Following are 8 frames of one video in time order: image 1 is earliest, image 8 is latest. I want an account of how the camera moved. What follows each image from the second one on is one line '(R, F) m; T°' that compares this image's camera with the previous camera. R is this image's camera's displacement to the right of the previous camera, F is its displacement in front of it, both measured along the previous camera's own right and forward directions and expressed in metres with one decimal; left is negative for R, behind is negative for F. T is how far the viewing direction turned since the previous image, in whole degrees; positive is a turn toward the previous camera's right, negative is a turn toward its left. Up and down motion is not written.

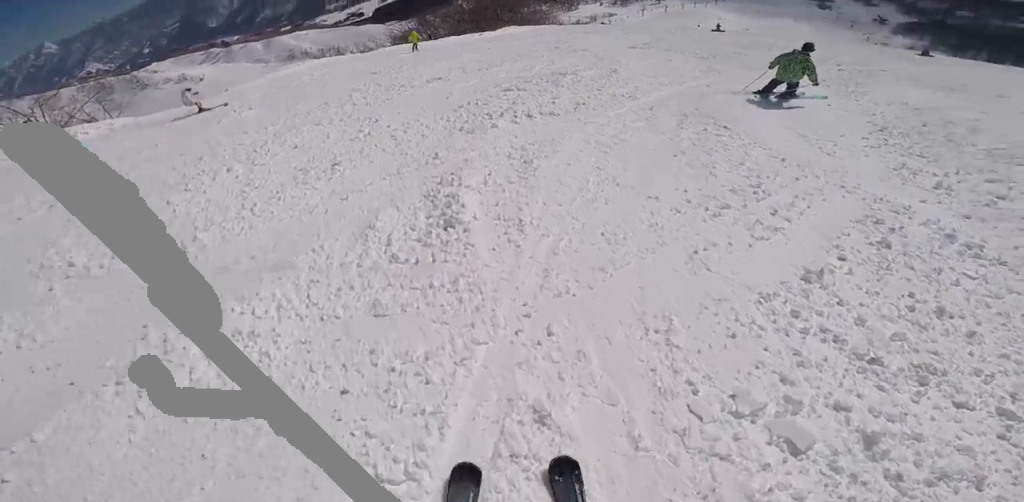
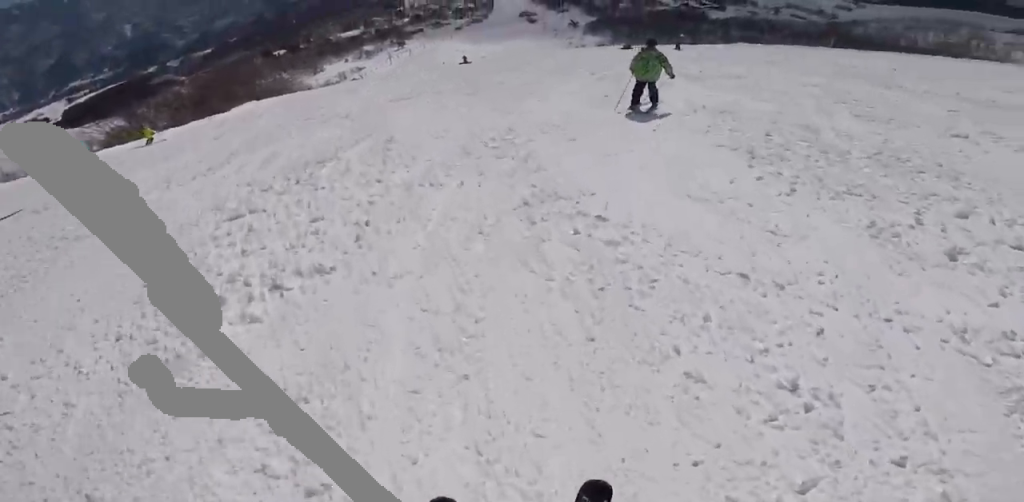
(-0.4, +2.2) m; +31°
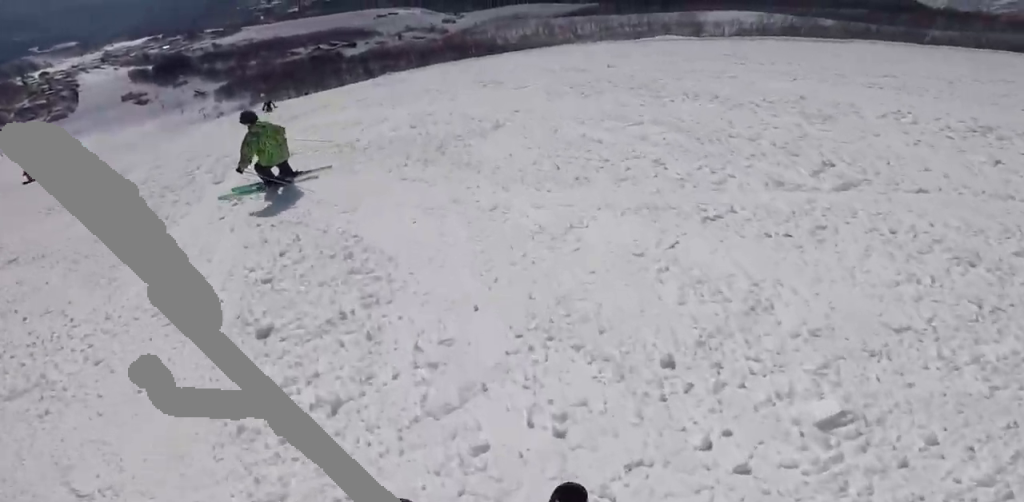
(+3.2, +5.9) m; +31°
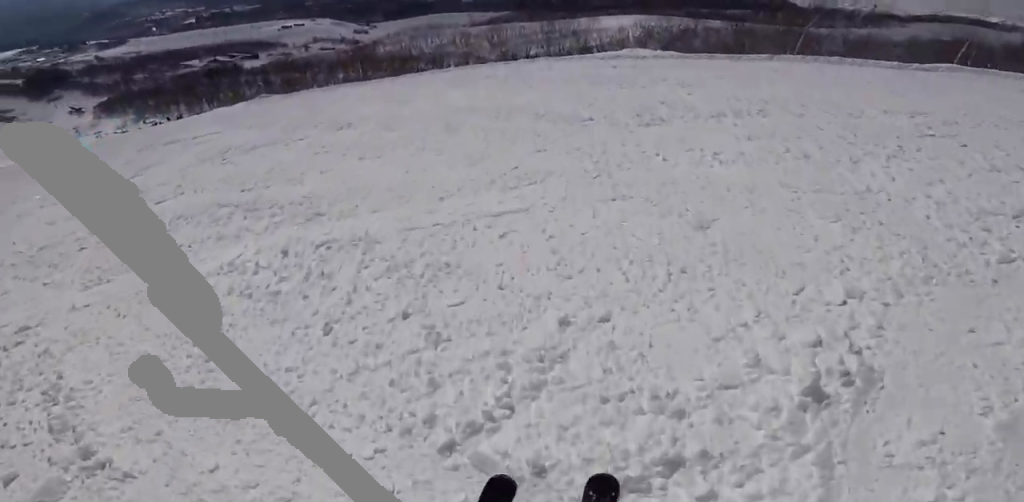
(+1.3, +12.0) m; -5°
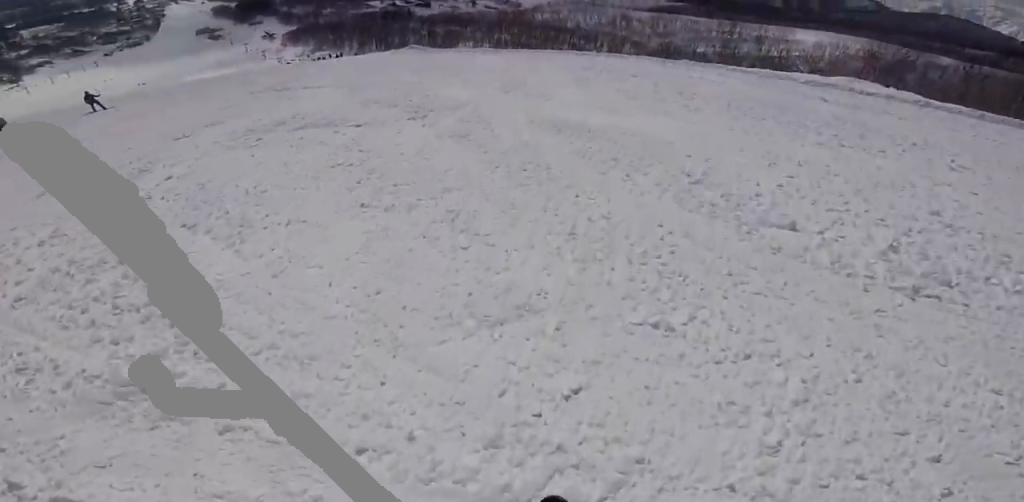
(-0.5, +3.4) m; -15°
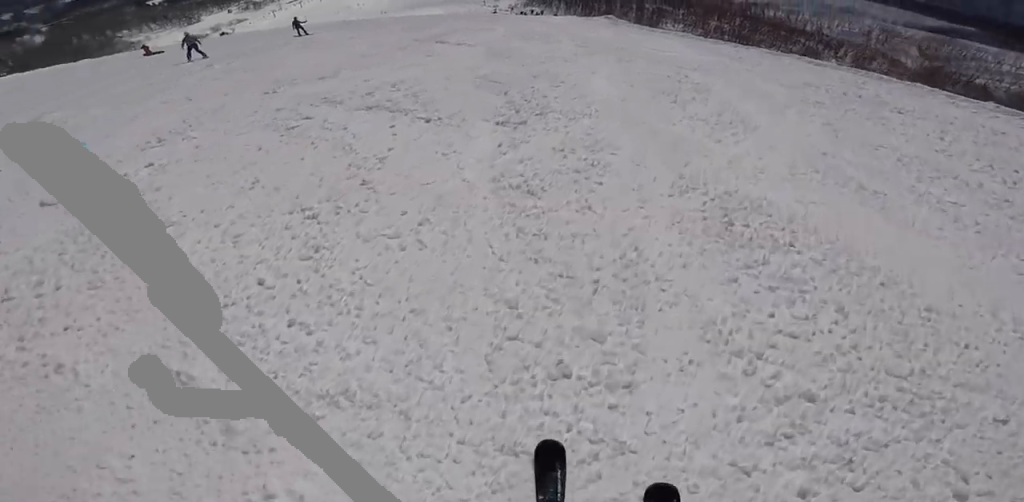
(-0.4, +3.0) m; -16°
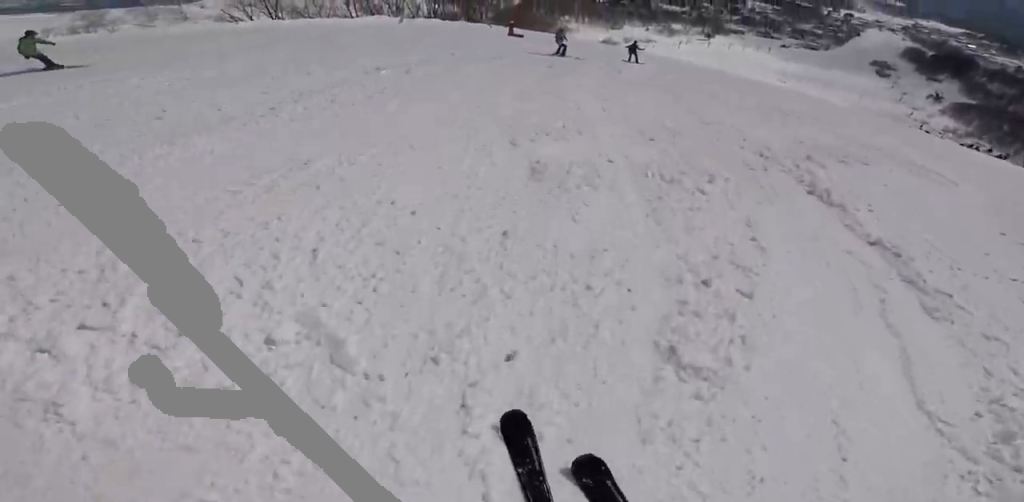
(-3.5, +8.2) m; -38°
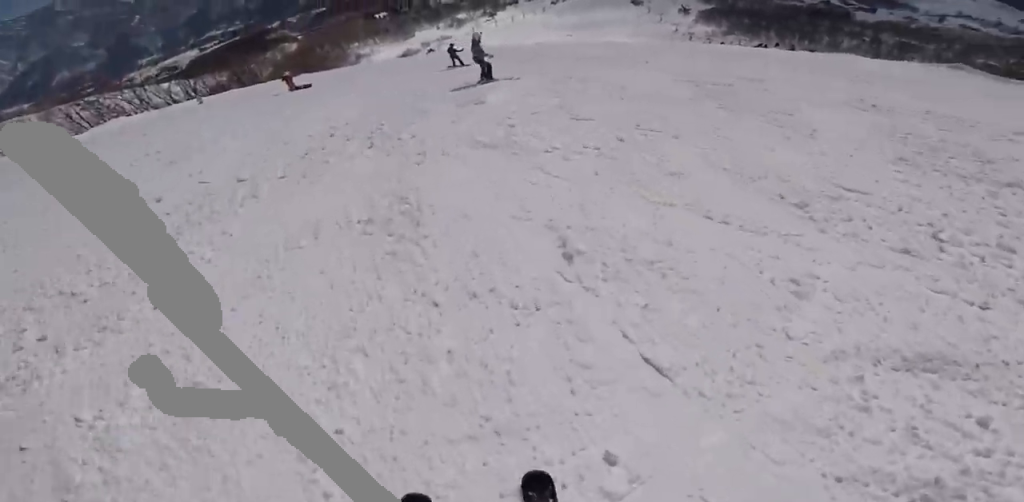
(-0.8, +4.8) m; +24°
